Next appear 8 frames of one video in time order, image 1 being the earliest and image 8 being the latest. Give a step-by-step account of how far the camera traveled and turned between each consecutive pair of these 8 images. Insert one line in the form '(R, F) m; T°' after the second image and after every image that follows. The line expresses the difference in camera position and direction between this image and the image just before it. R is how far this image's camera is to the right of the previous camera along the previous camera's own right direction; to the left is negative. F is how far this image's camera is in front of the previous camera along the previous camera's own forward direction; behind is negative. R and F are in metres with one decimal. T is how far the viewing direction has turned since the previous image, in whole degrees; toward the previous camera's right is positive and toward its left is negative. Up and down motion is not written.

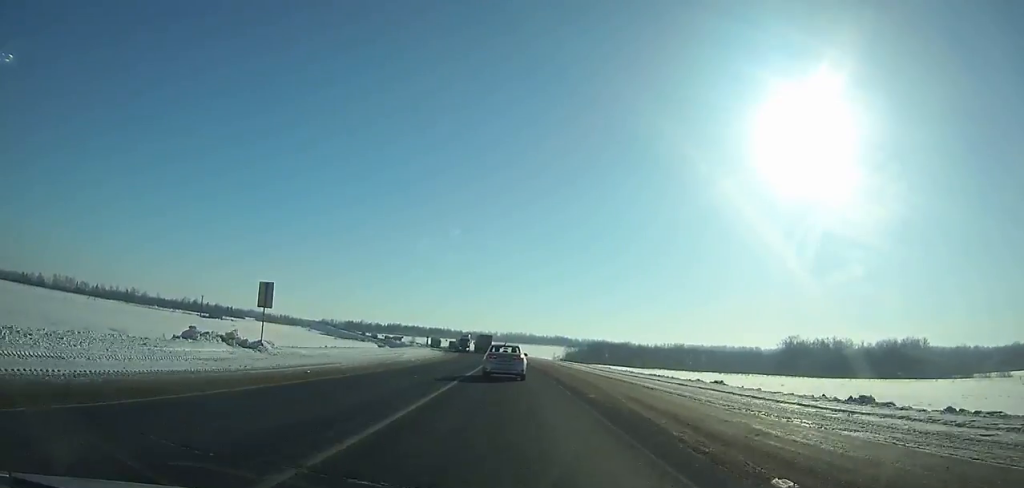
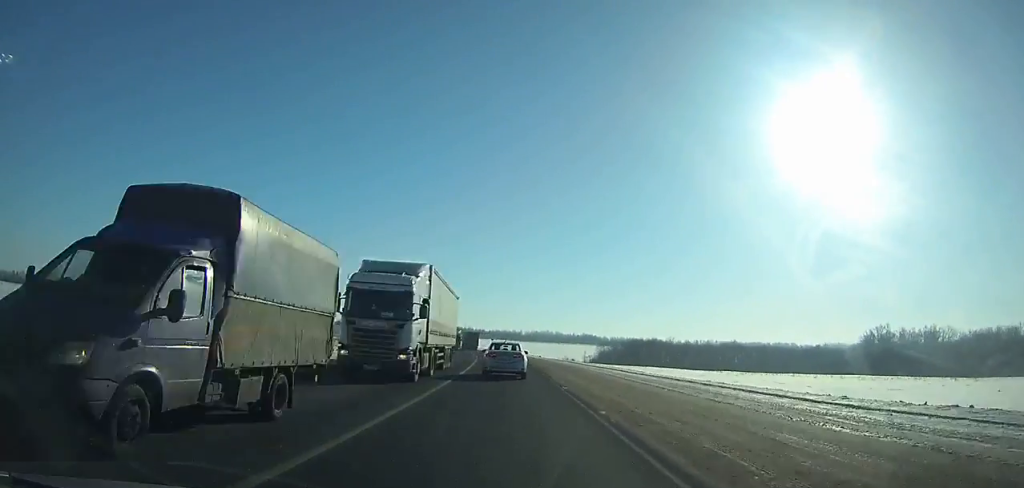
(-1.2, +53.7) m; -3°
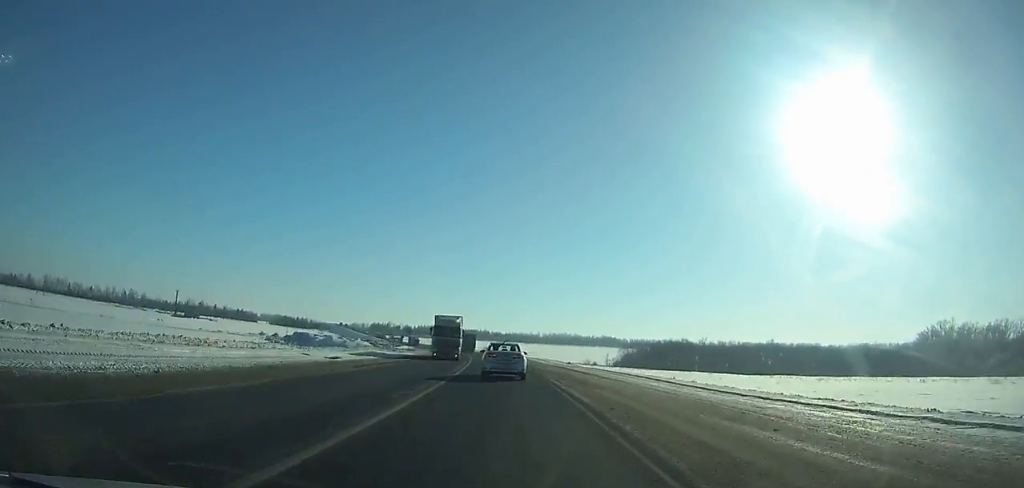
(-0.2, +28.3) m; -2°
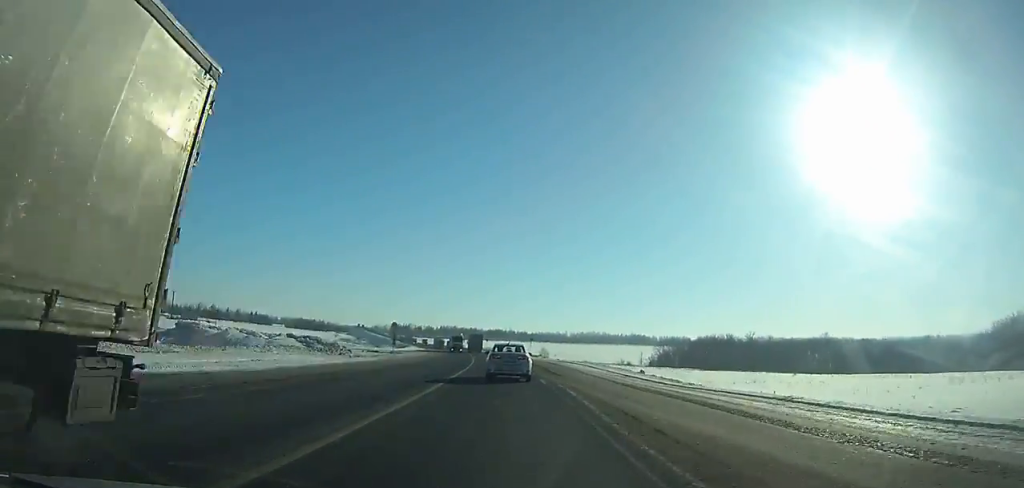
(-0.7, +30.7) m; -2°
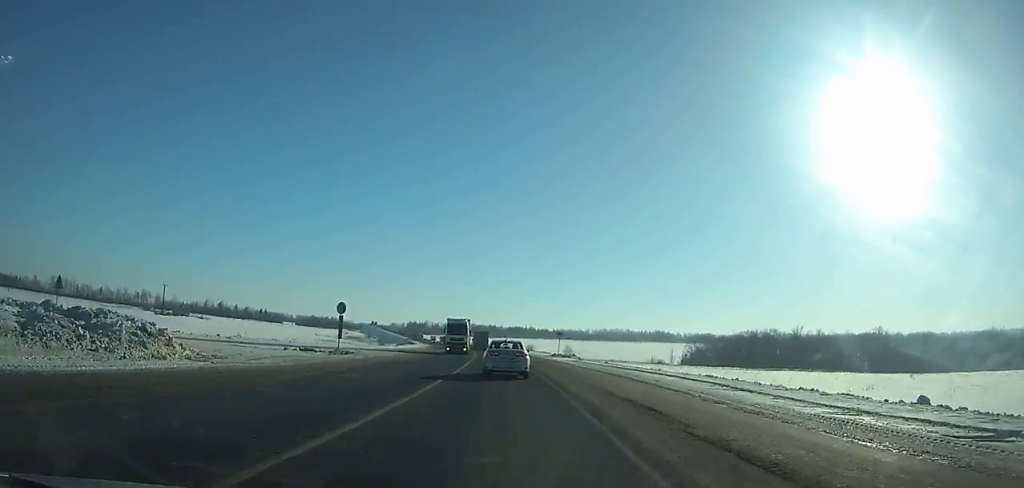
(-0.3, +27.1) m; -2°
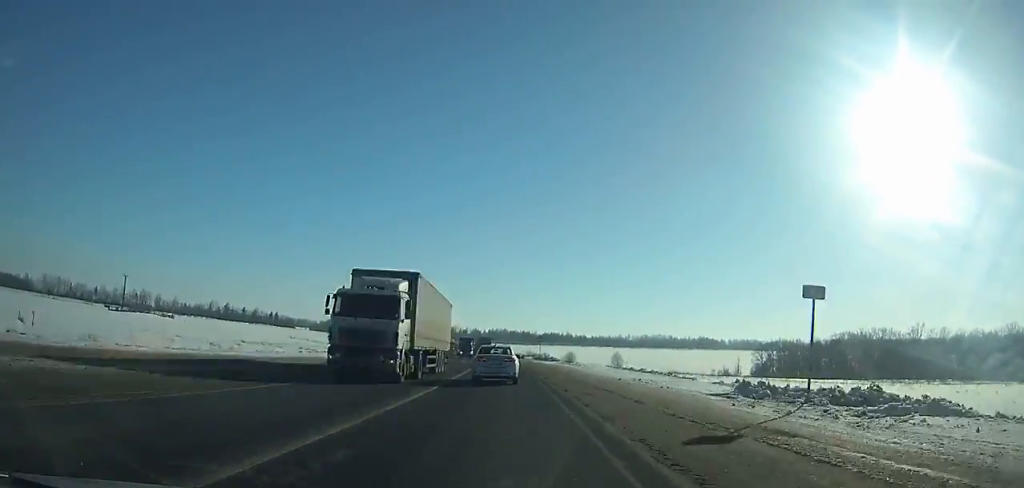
(-1.7, +58.8) m; -3°
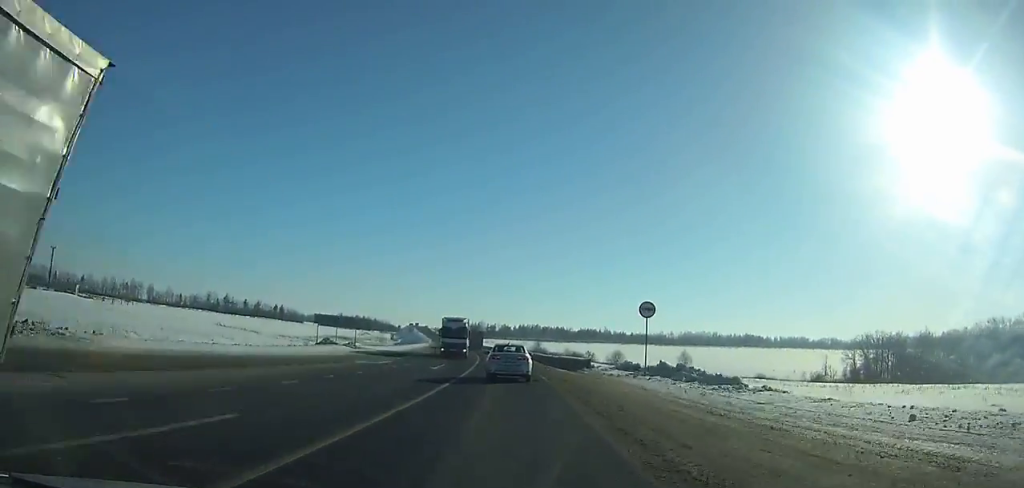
(-1.8, +63.3) m; -4°
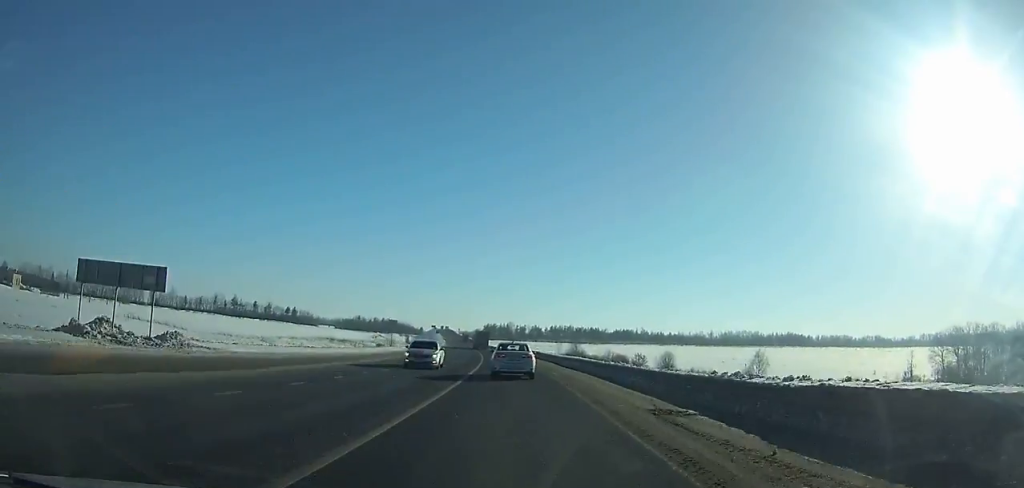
(-1.1, +39.5) m; -2°
